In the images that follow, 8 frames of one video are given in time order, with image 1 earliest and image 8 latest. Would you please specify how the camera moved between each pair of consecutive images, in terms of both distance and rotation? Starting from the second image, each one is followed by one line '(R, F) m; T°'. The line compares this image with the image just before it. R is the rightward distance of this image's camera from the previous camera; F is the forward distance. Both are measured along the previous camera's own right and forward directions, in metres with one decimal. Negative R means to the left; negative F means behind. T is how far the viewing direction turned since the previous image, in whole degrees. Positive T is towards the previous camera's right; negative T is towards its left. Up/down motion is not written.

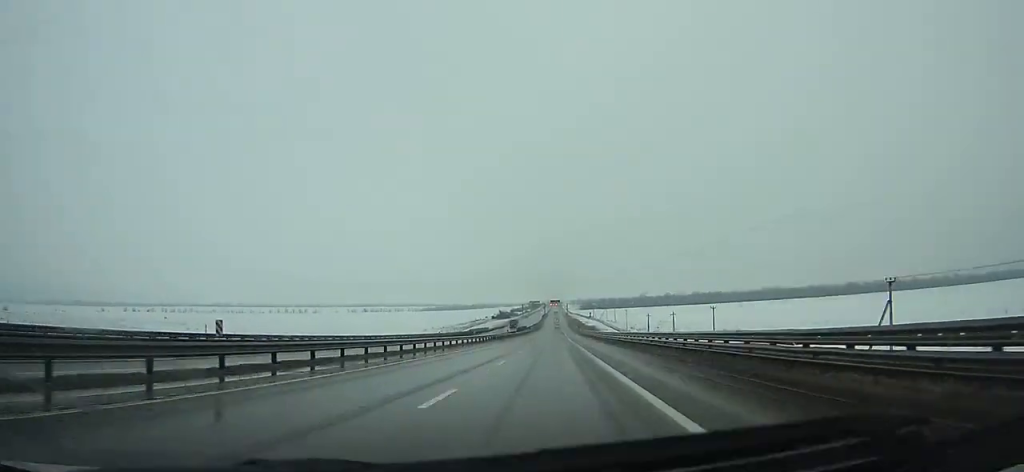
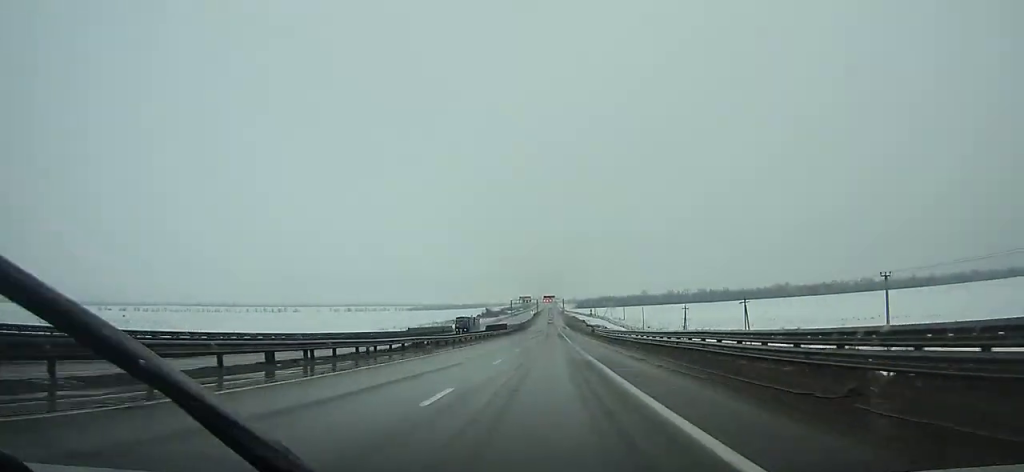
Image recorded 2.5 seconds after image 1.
(0.0, +59.3) m; 0°
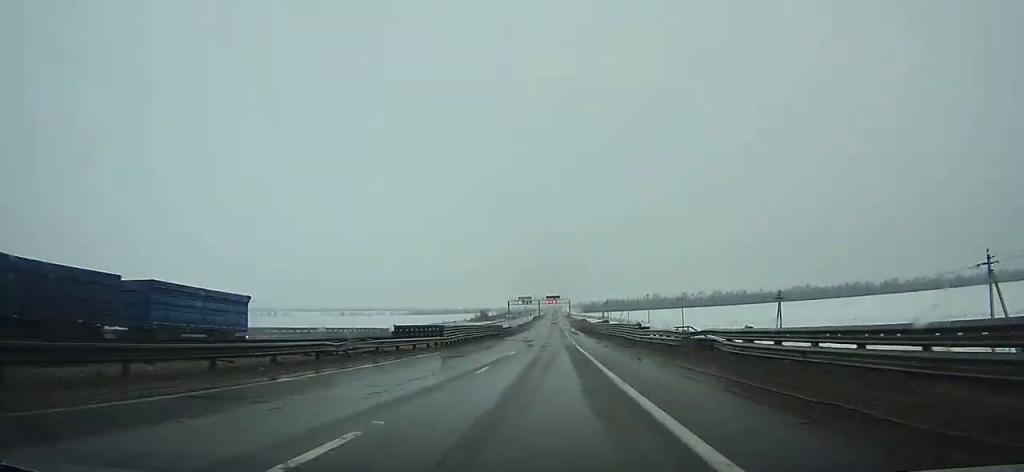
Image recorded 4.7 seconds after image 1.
(0.0, +51.8) m; 0°
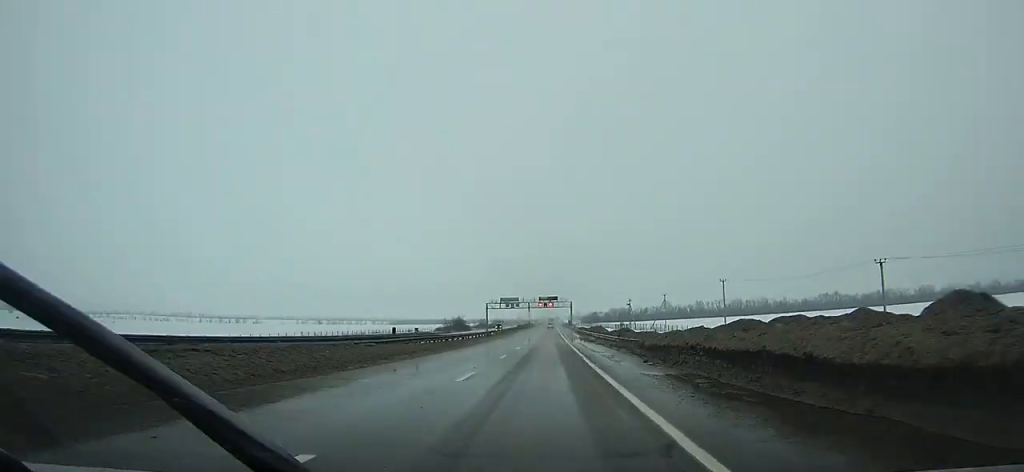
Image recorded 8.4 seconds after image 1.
(+0.1, +85.0) m; 0°
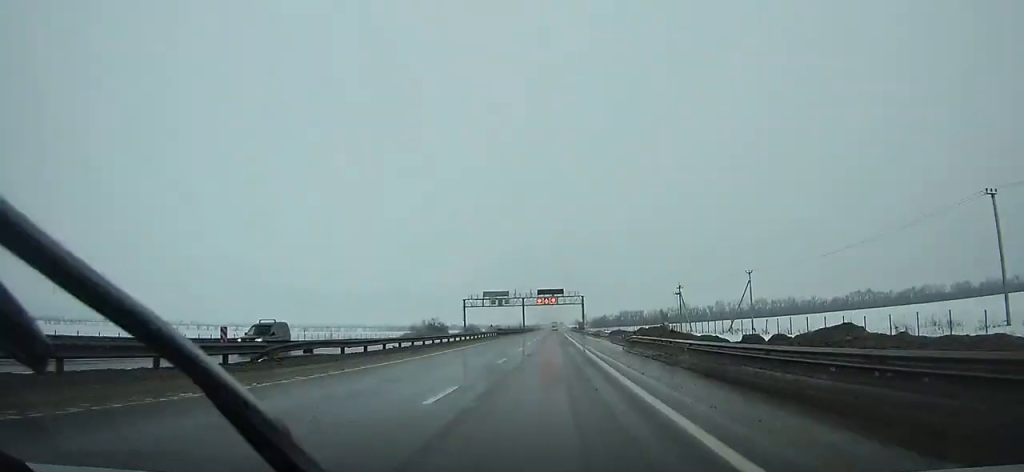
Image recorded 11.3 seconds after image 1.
(0.0, +64.5) m; 0°
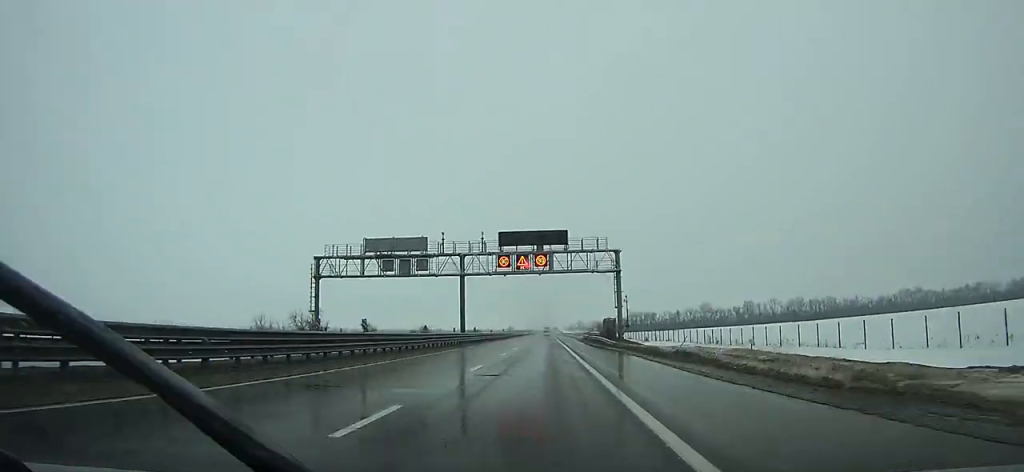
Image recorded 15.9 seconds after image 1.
(-0.1, +97.7) m; 0°
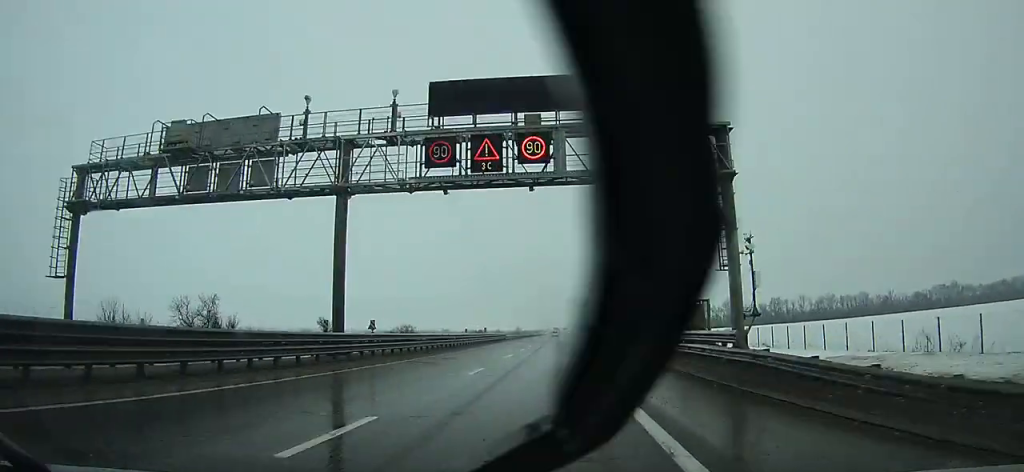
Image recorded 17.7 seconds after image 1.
(-0.1, +37.0) m; 0°
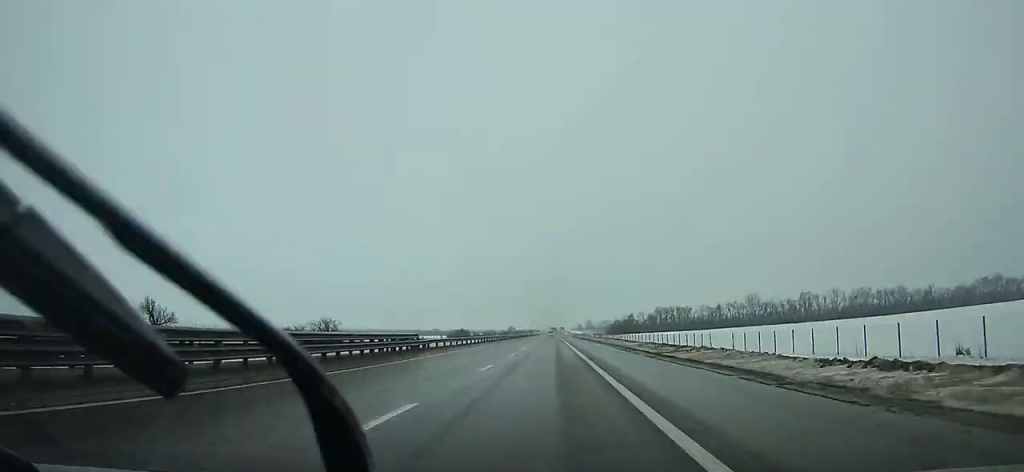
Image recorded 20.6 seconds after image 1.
(-0.1, +58.8) m; 0°
